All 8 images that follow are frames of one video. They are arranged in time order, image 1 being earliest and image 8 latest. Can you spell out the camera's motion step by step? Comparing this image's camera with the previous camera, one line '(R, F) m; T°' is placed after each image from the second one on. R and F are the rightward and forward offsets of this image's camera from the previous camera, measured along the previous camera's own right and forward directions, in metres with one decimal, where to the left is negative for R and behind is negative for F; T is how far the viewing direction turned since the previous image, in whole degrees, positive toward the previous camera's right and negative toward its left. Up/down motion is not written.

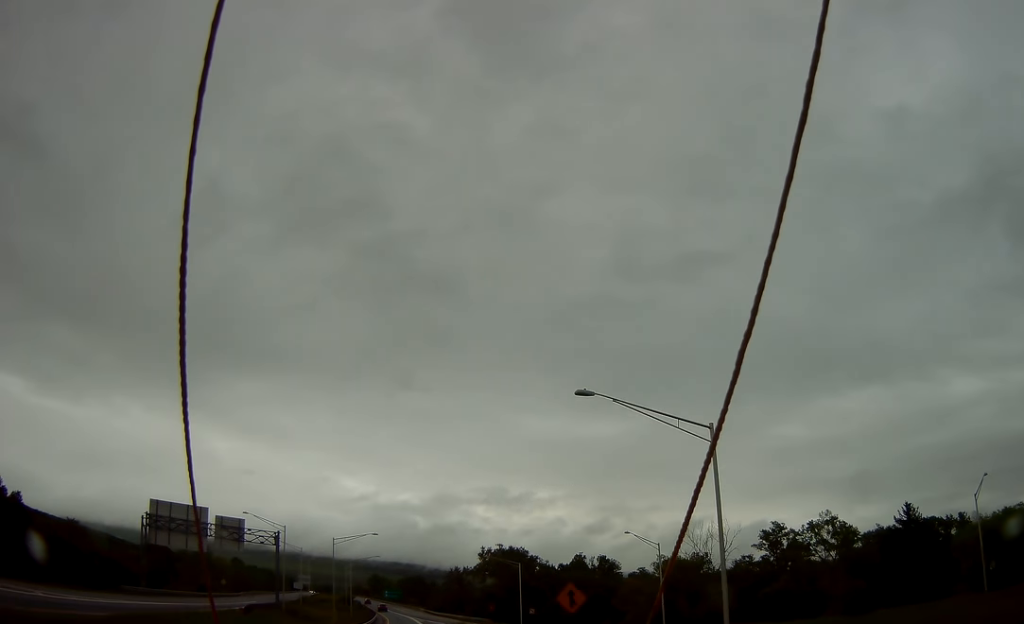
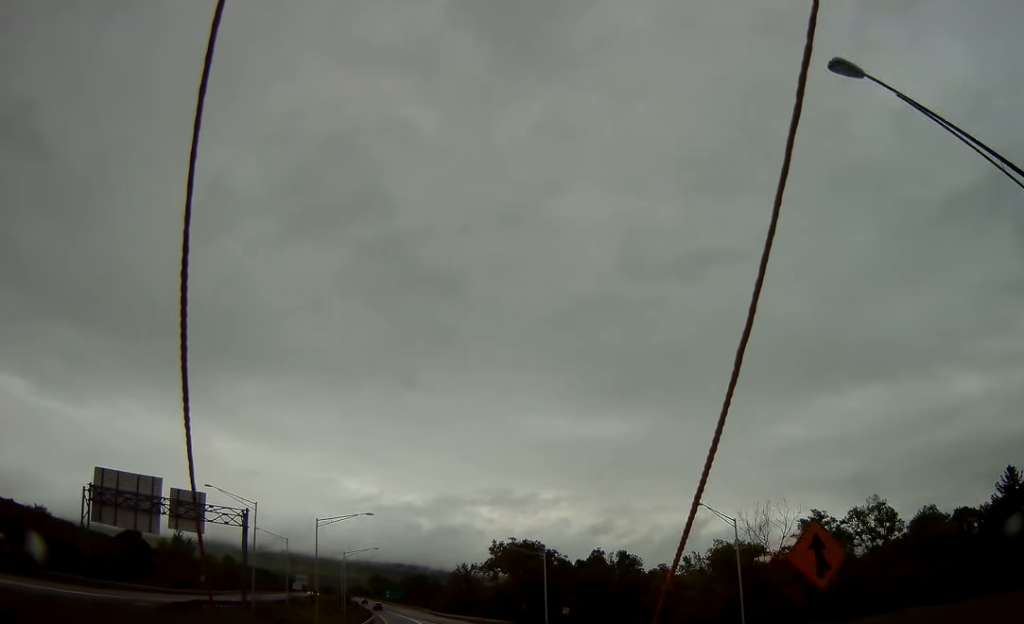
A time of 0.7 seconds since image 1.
(-0.2, +16.1) m; 0°
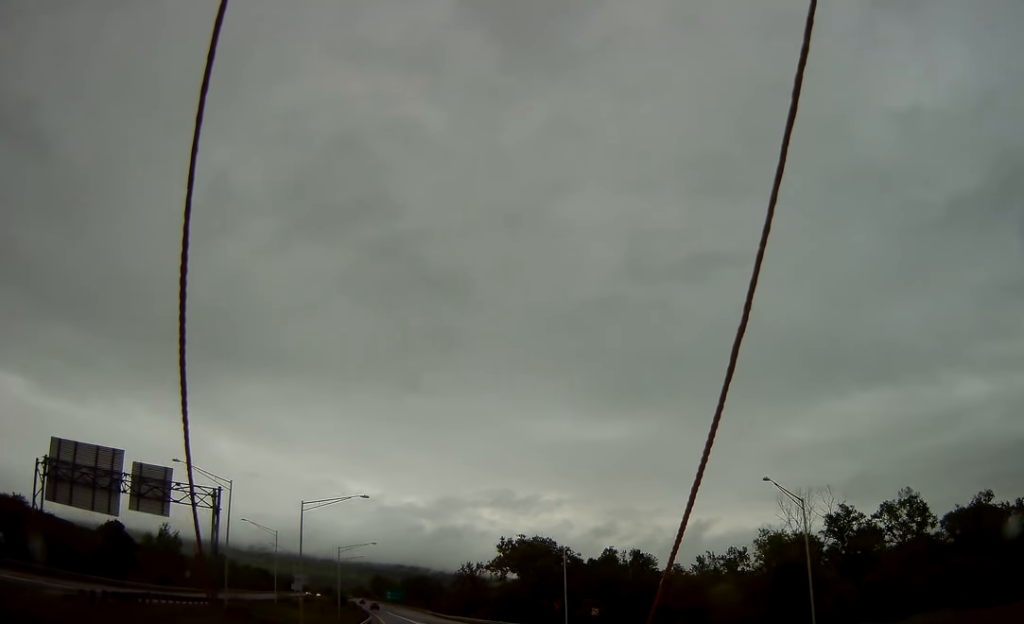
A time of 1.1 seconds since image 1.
(+0.2, +9.6) m; 0°
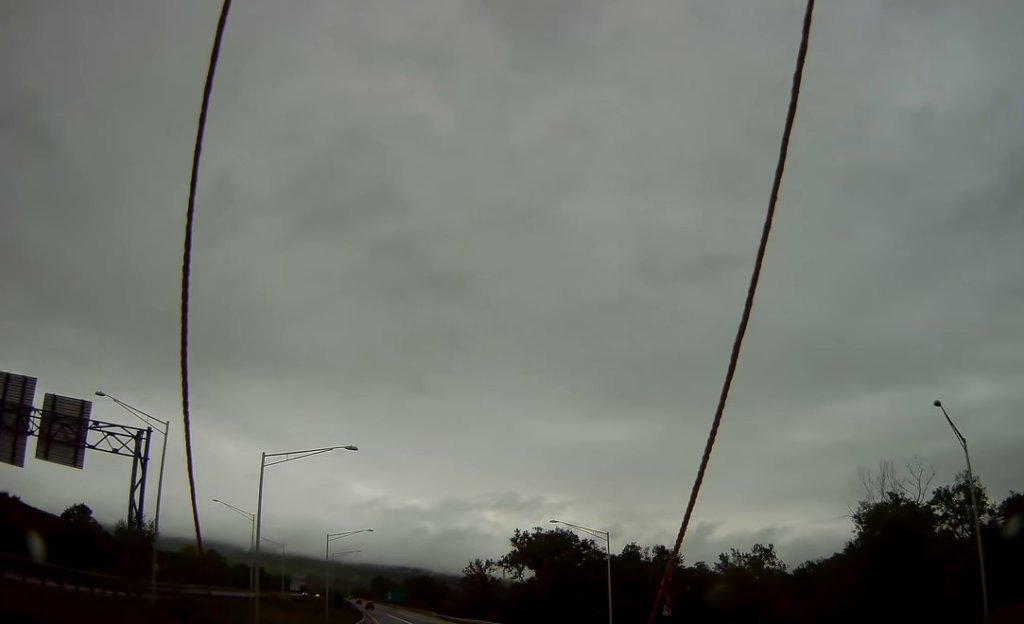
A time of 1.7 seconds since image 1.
(+0.1, +15.2) m; 0°
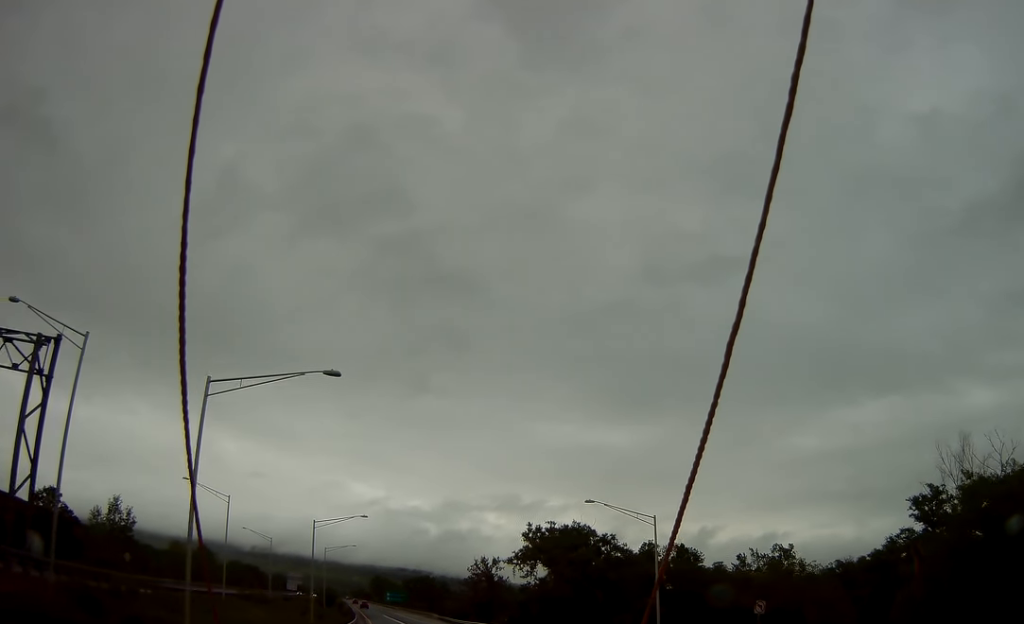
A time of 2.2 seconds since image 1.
(-0.2, +11.2) m; -1°
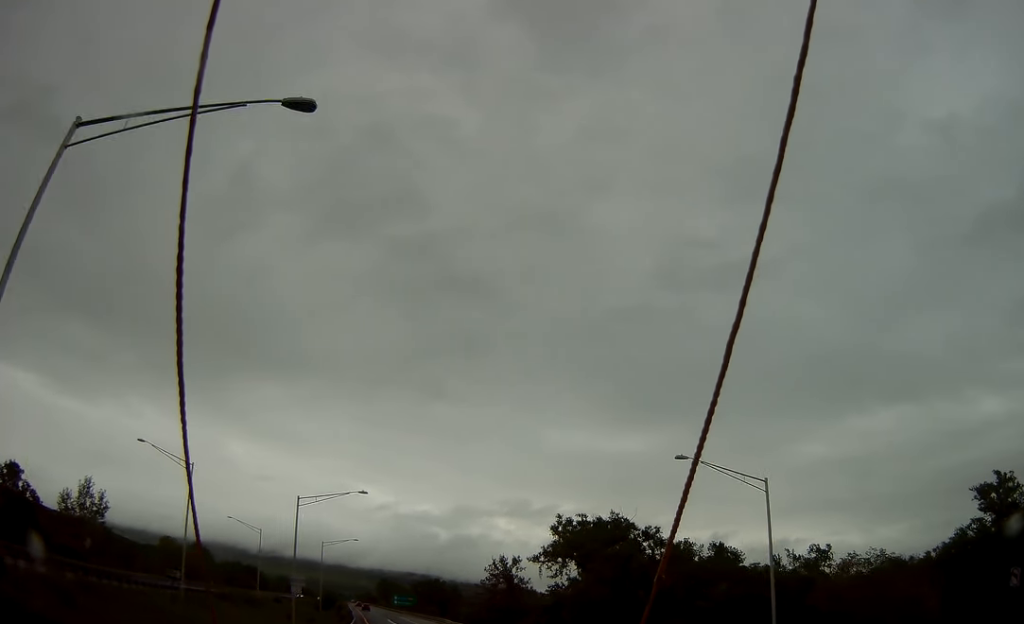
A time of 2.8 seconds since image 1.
(-0.1, +14.4) m; -1°
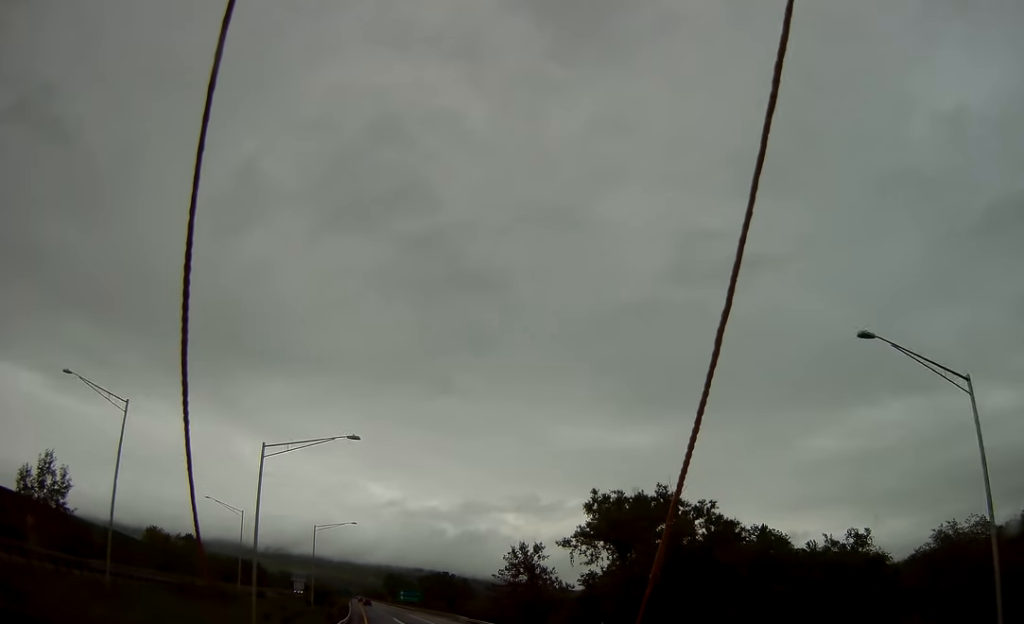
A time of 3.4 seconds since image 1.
(+0.1, +14.4) m; -1°
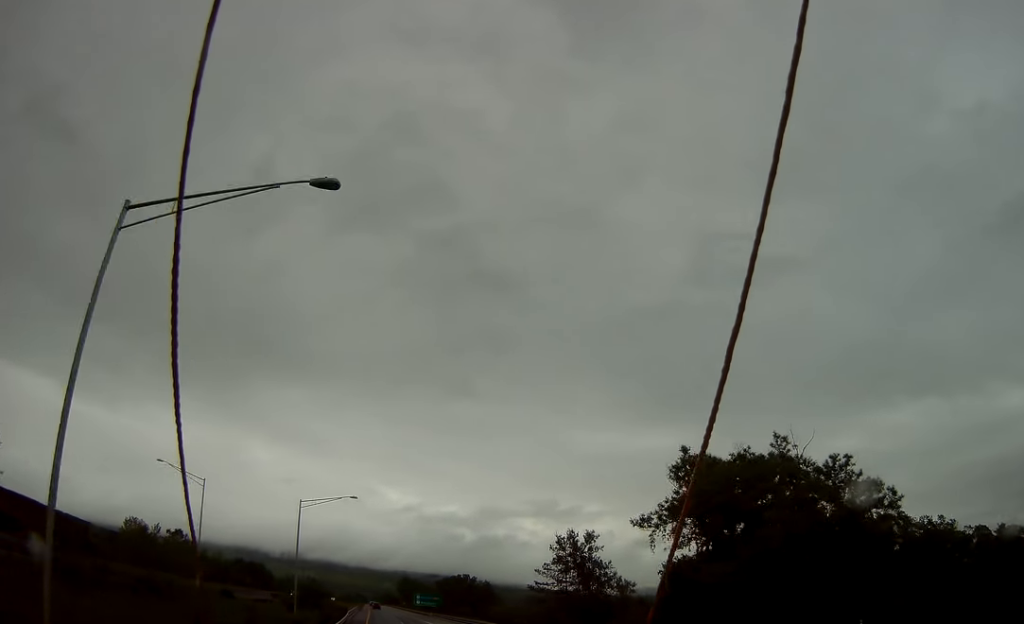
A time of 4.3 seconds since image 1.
(-0.3, +21.8) m; -1°
